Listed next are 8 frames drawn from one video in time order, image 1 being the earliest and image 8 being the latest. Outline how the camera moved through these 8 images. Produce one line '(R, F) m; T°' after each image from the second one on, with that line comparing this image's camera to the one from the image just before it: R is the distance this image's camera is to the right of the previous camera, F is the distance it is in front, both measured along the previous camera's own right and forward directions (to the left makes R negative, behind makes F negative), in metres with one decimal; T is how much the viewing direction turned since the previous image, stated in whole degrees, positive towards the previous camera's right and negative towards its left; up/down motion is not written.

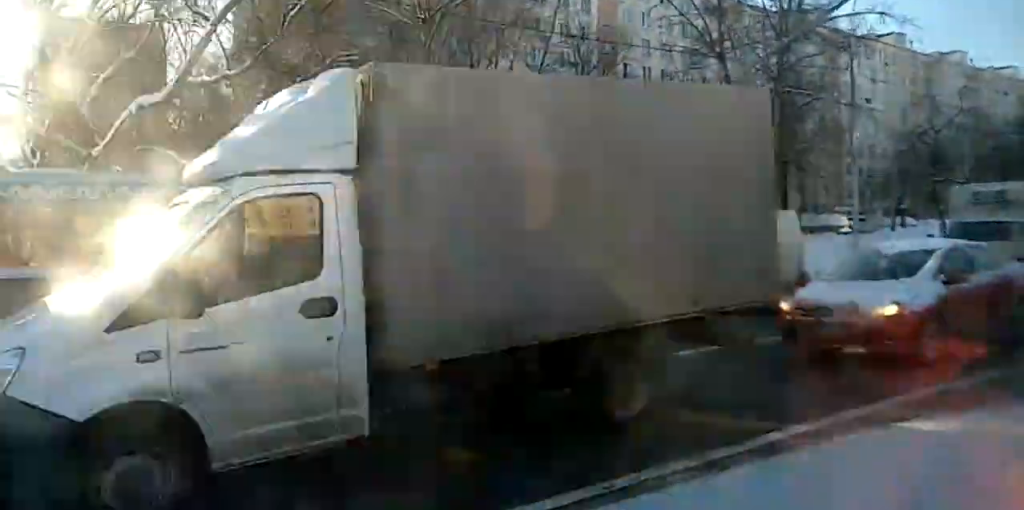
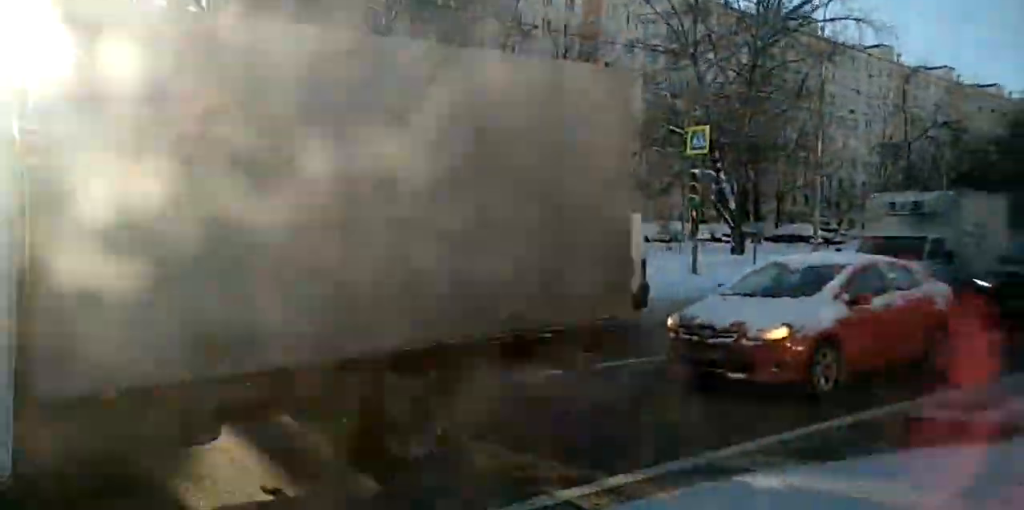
(0.0, +1.6) m; 0°
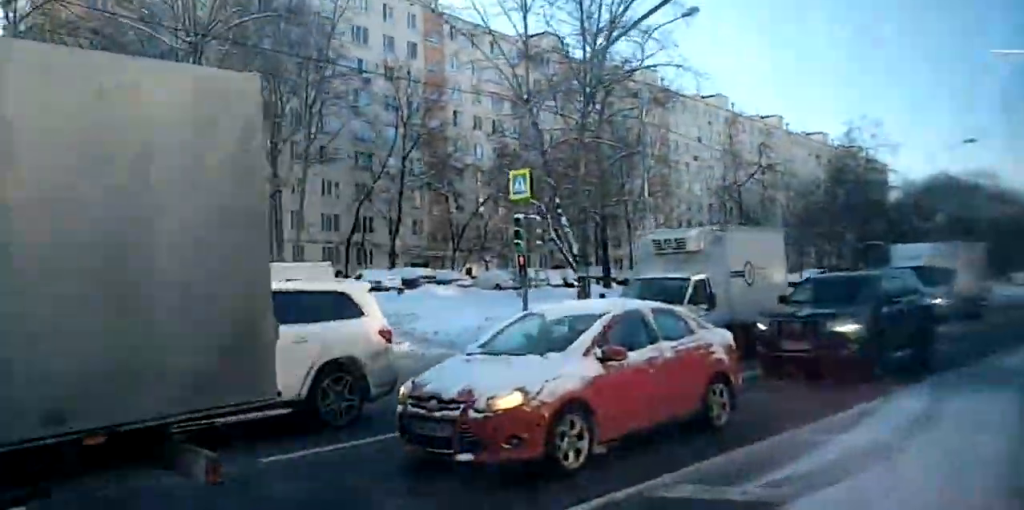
(0.0, +1.7) m; 0°
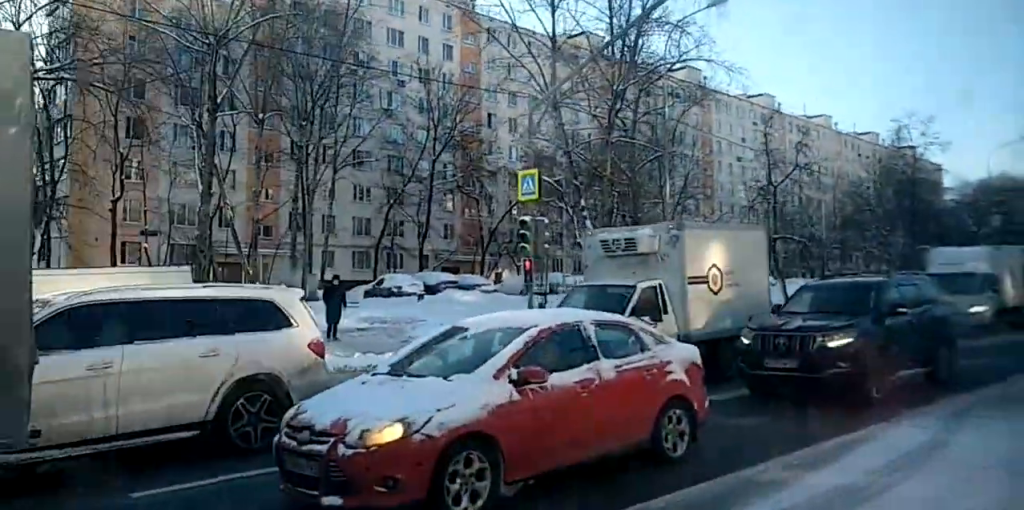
(0.0, +1.4) m; 0°
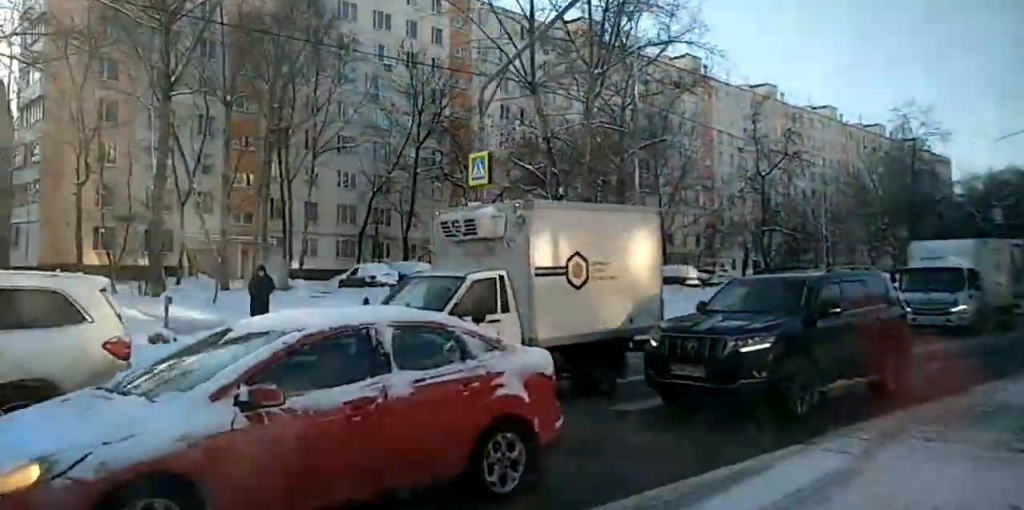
(0.0, +2.1) m; 0°
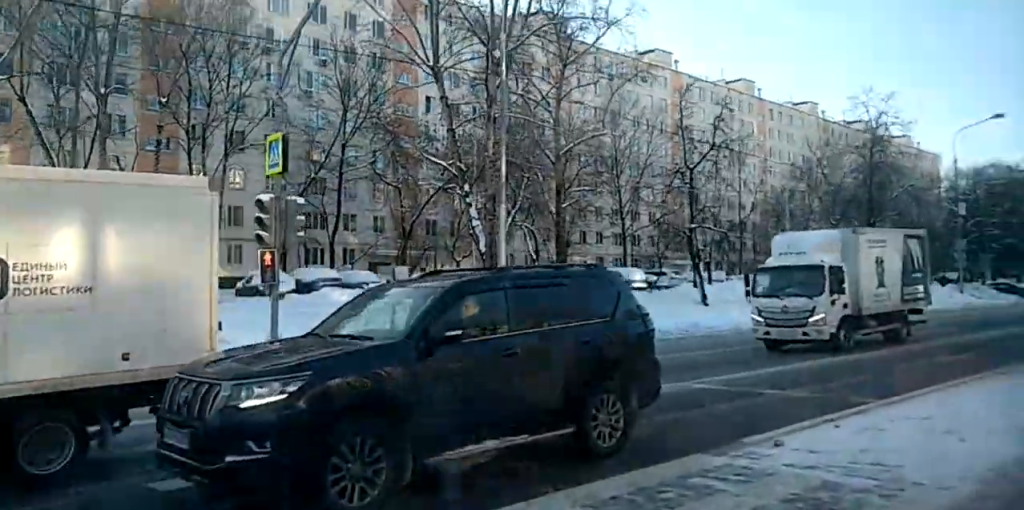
(-0.3, +5.8) m; -1°
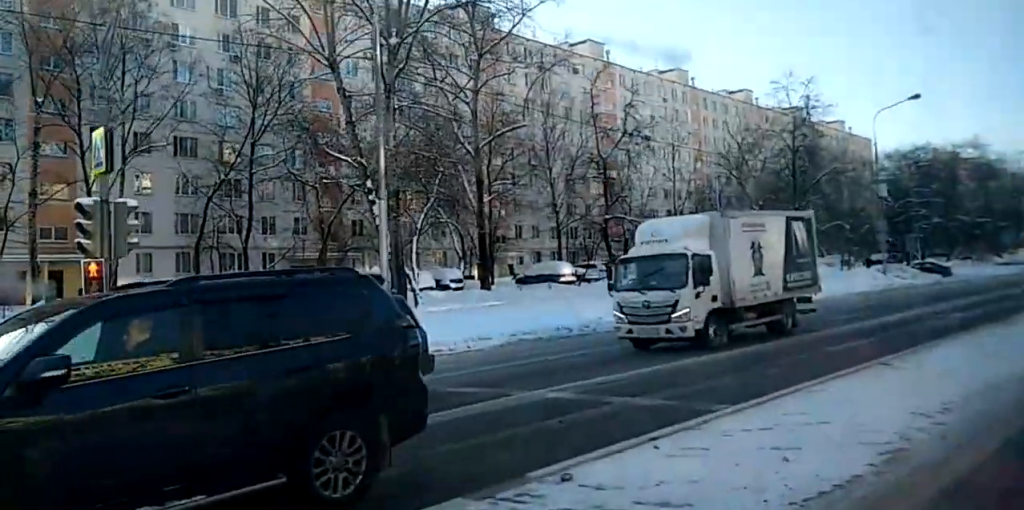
(+0.1, +2.4) m; +1°
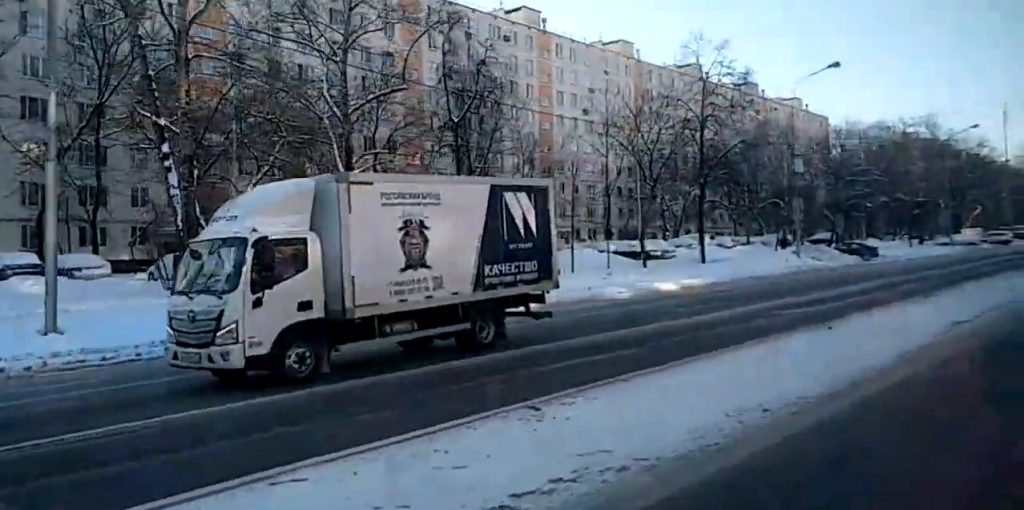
(-0.2, +7.8) m; -3°
